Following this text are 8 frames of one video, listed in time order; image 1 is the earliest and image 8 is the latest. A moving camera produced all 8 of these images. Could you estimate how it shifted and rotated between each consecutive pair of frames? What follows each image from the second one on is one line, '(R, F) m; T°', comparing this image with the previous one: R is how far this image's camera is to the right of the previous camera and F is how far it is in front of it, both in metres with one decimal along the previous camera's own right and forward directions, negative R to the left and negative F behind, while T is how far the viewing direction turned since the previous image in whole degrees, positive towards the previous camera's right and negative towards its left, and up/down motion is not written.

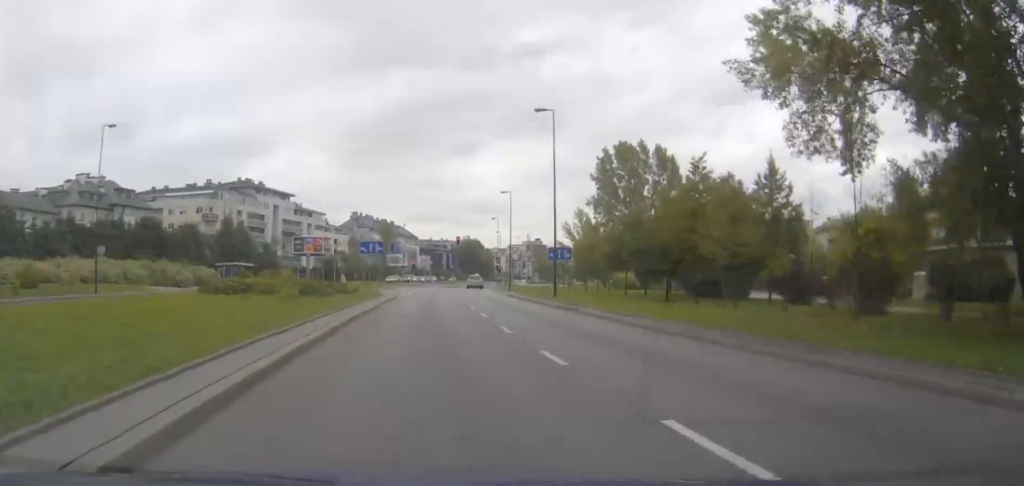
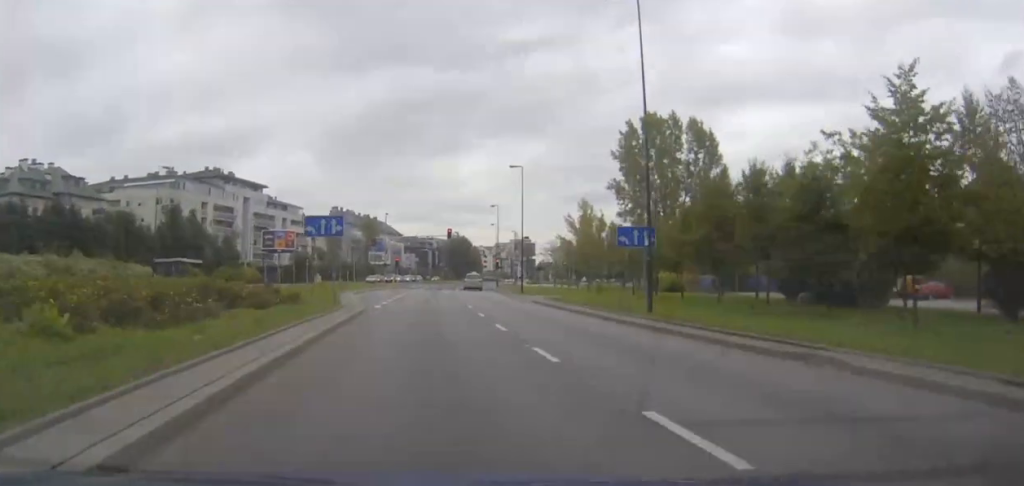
(+0.1, +17.0) m; +1°
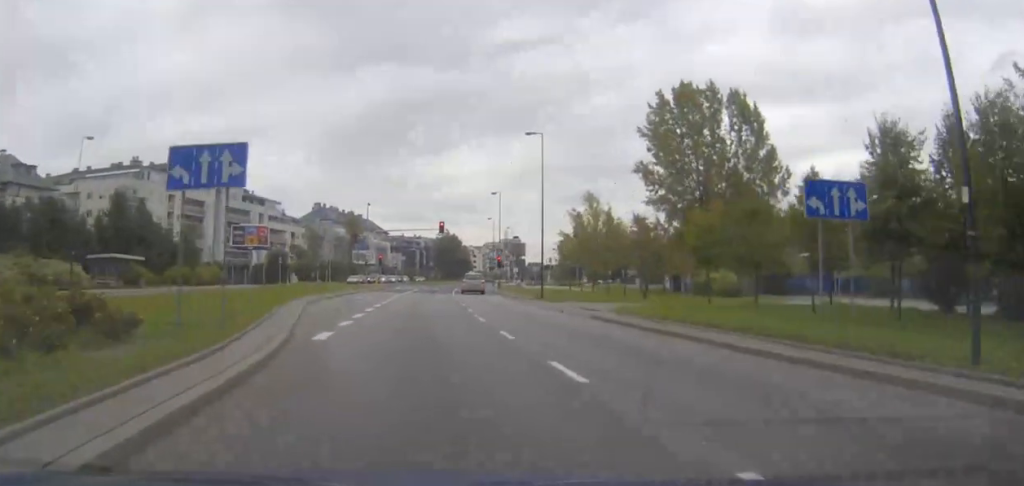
(+0.1, +13.4) m; +1°
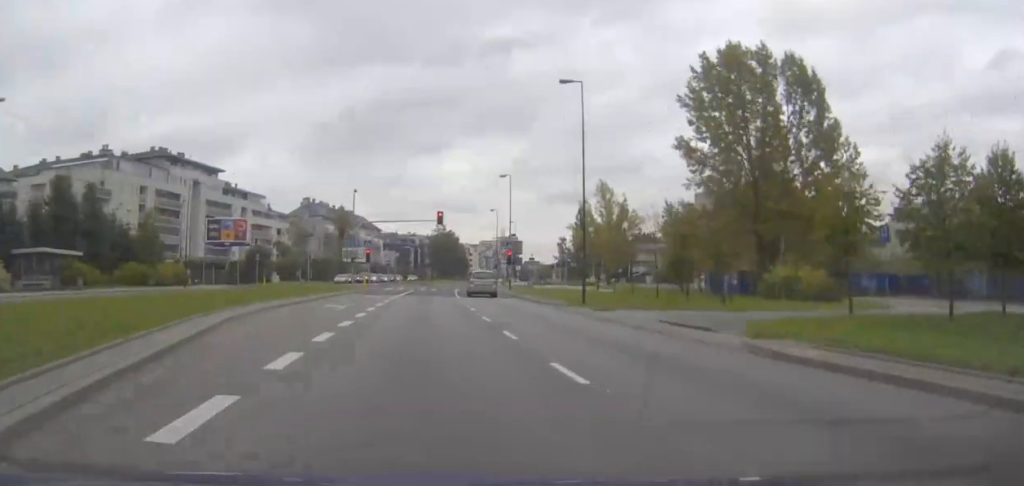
(+0.1, +11.7) m; +1°
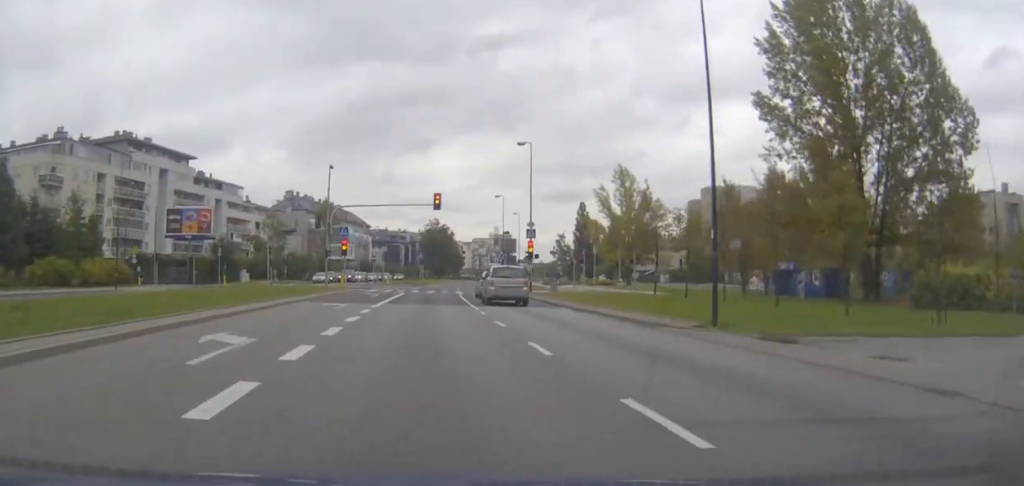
(+0.1, +15.1) m; +1°
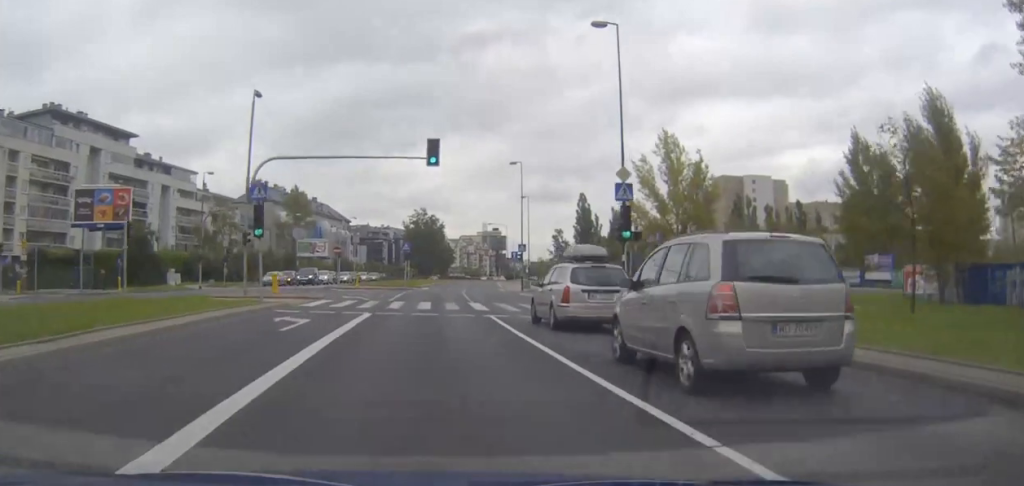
(+0.3, +24.5) m; +1°
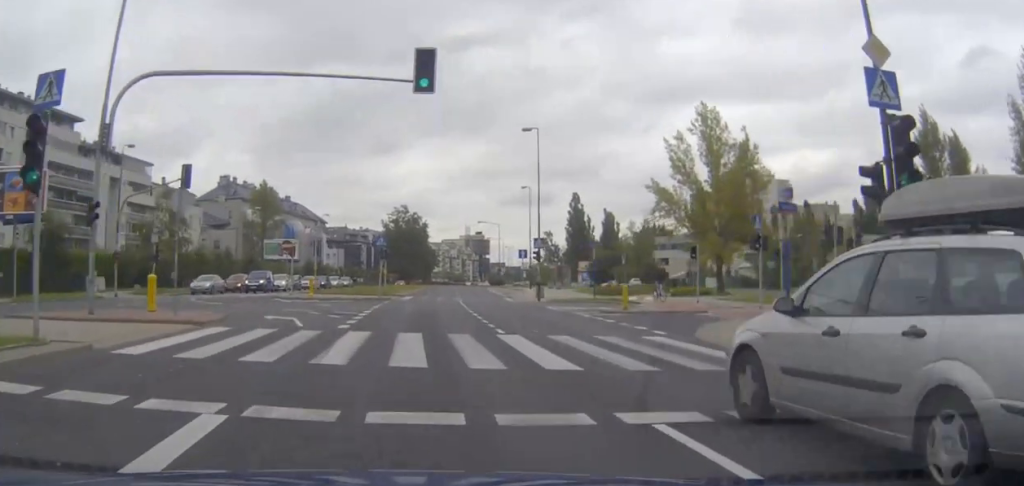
(+0.2, +16.1) m; +1°
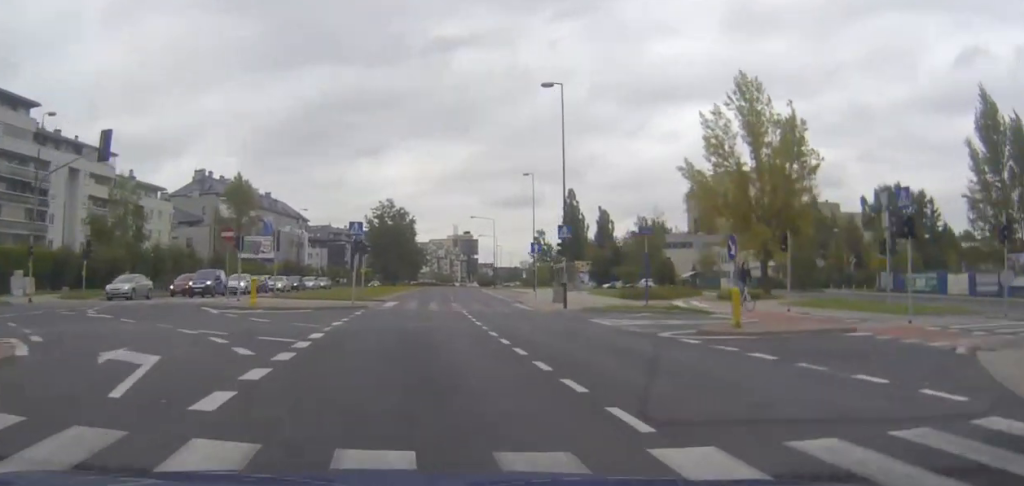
(+0.1, +10.9) m; +1°
